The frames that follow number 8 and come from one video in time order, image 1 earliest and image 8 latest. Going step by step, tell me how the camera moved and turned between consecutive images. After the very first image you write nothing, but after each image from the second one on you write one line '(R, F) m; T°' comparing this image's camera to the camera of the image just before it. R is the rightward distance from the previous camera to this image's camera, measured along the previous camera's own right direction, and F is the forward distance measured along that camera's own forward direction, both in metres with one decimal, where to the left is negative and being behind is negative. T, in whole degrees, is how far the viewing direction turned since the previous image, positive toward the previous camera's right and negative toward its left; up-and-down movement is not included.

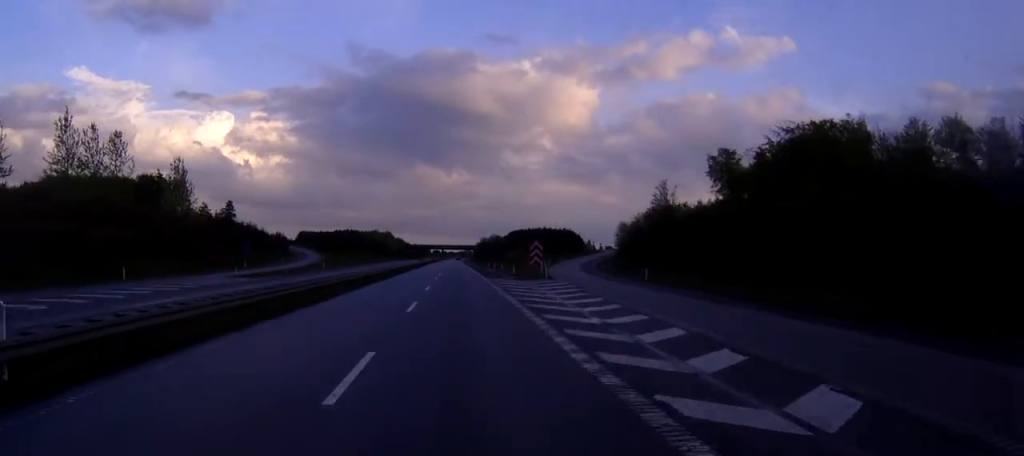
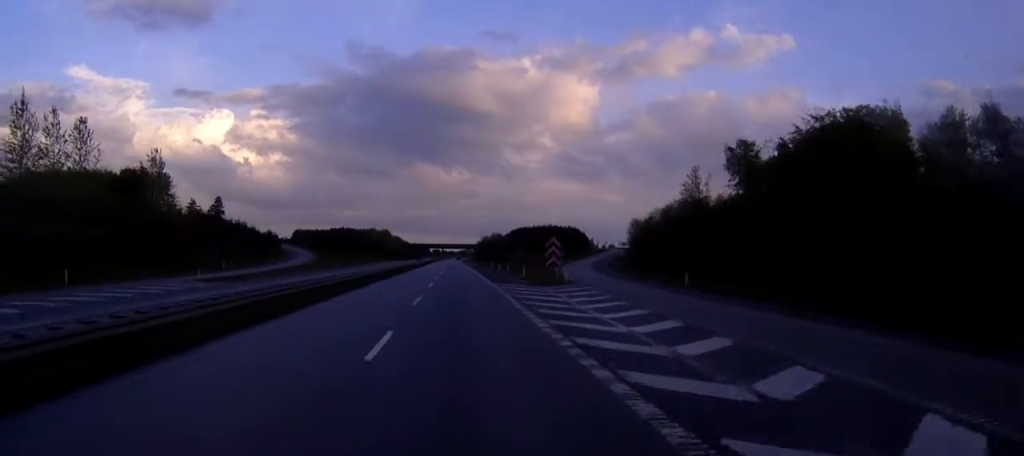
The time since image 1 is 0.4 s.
(0.0, +10.9) m; 0°
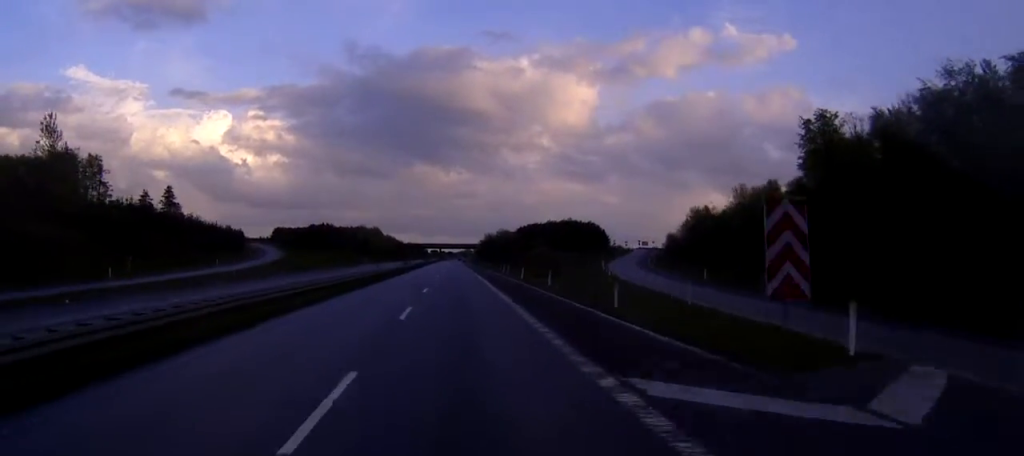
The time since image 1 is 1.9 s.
(0.0, +35.9) m; 0°
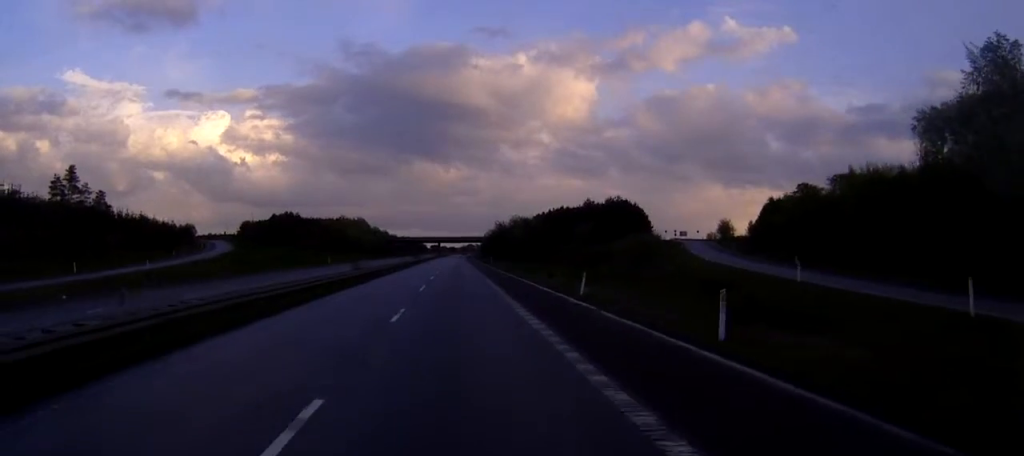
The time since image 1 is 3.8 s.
(-0.1, +47.6) m; 0°
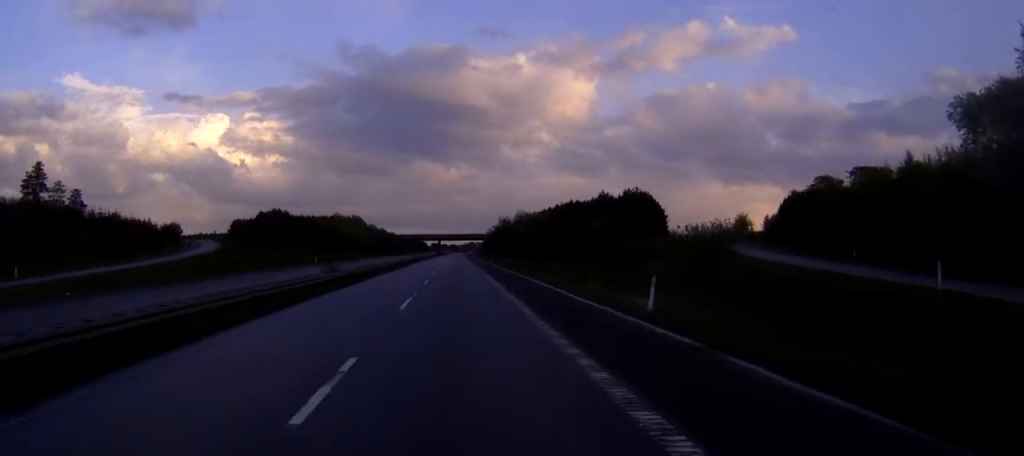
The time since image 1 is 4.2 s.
(0.0, +11.7) m; 0°
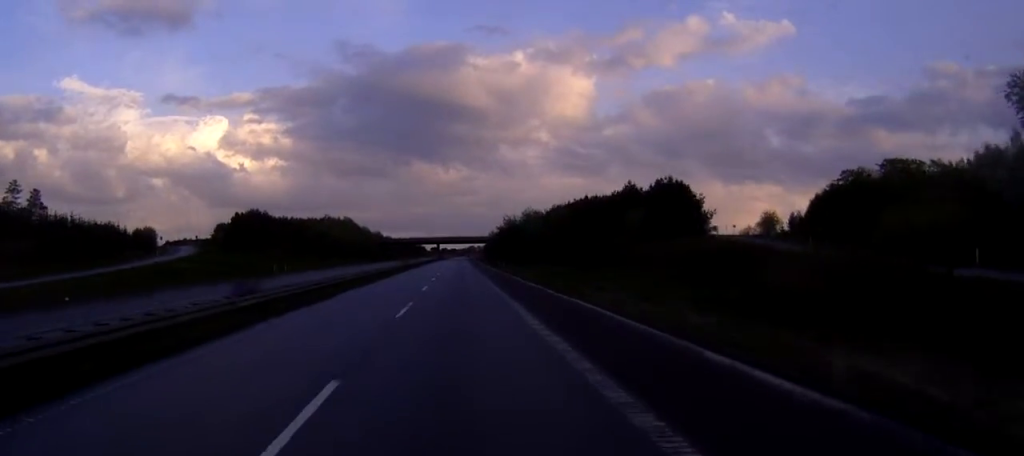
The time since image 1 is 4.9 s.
(0.0, +16.7) m; 0°
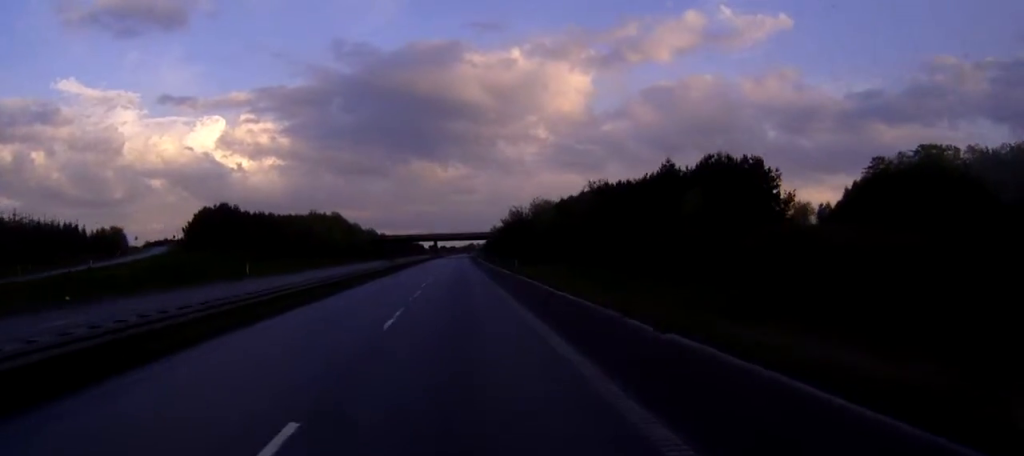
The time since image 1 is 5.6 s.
(0.0, +17.6) m; 0°
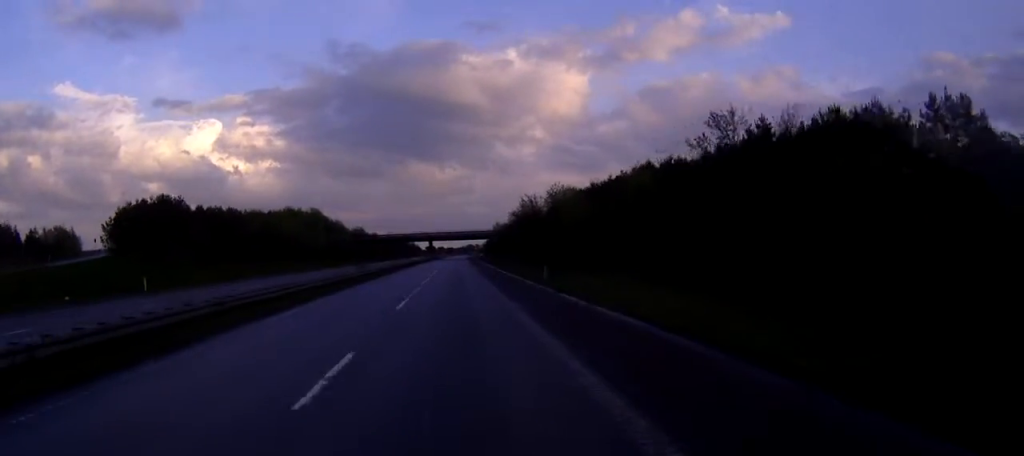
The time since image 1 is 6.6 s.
(0.0, +24.3) m; 0°
